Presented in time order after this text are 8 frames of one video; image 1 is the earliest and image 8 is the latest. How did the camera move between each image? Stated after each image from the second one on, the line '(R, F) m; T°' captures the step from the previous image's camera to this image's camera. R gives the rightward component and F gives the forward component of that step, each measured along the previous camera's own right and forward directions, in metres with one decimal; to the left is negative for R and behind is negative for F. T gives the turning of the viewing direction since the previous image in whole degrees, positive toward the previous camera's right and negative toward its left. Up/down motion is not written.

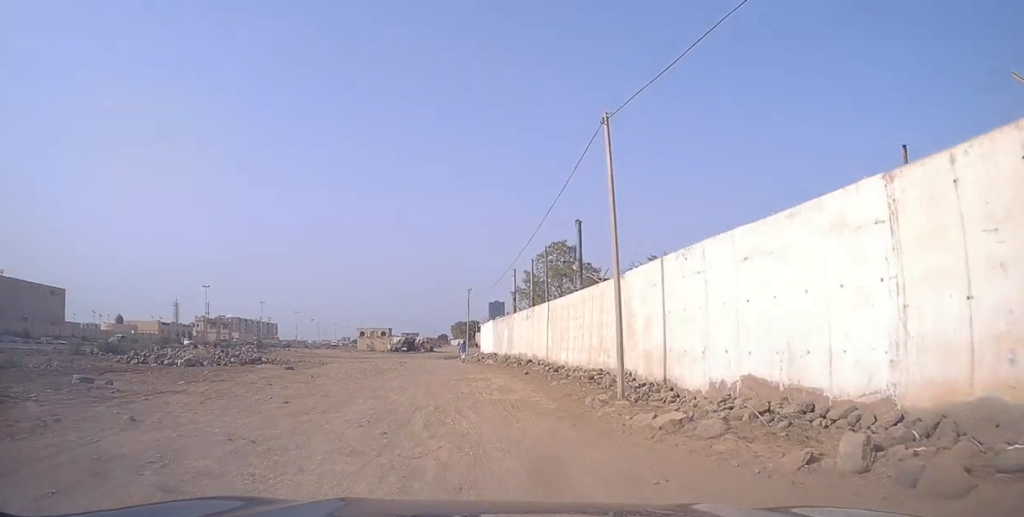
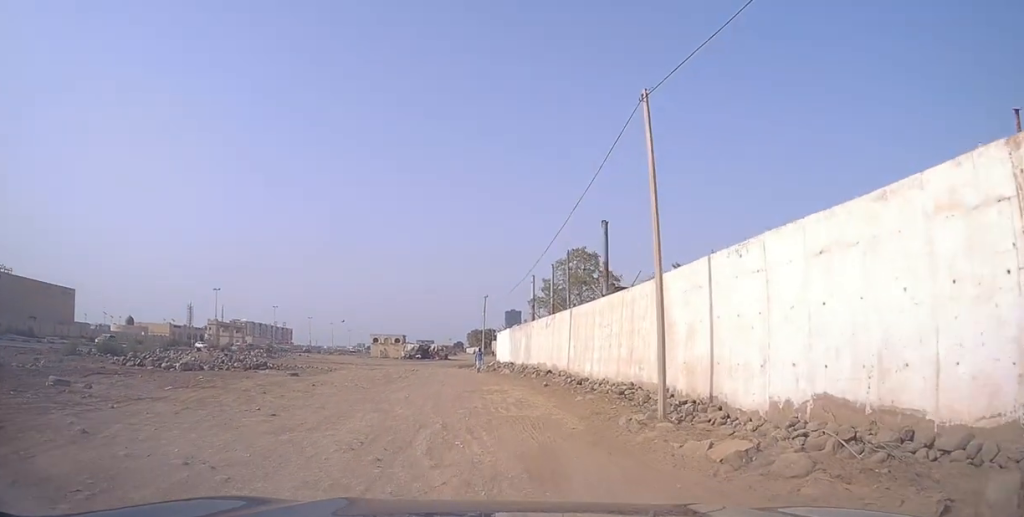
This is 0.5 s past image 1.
(0.0, +2.1) m; -3°
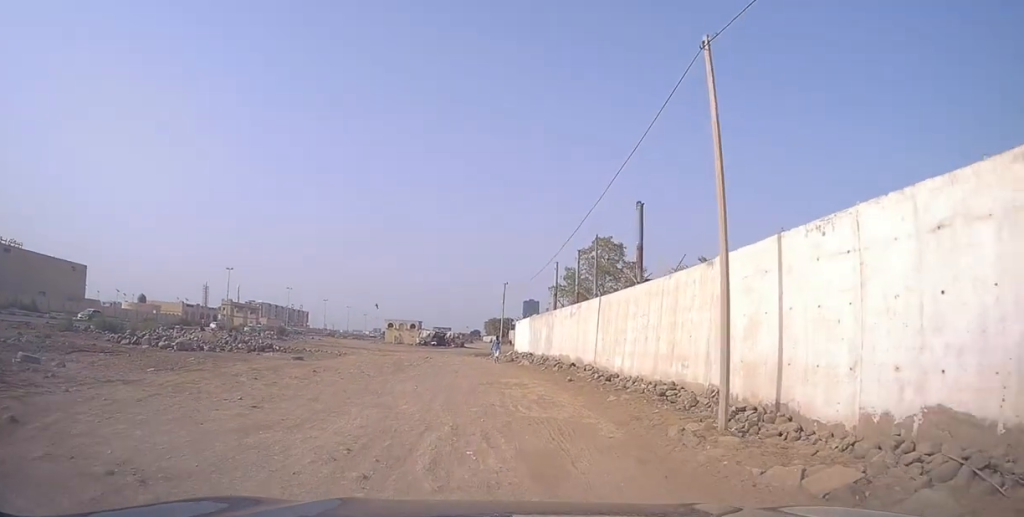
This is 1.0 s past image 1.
(+0.1, +2.3) m; -3°
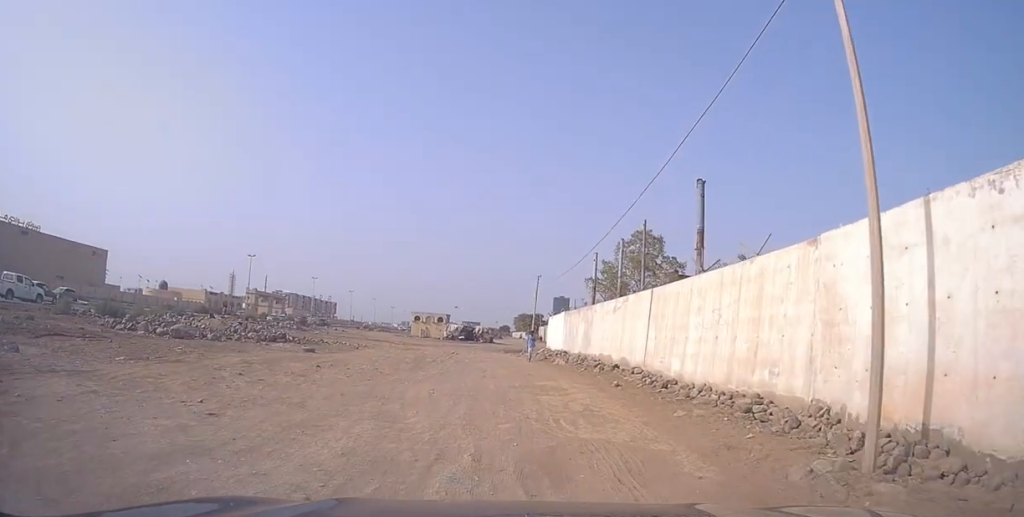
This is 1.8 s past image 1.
(-0.2, +3.1) m; -9°
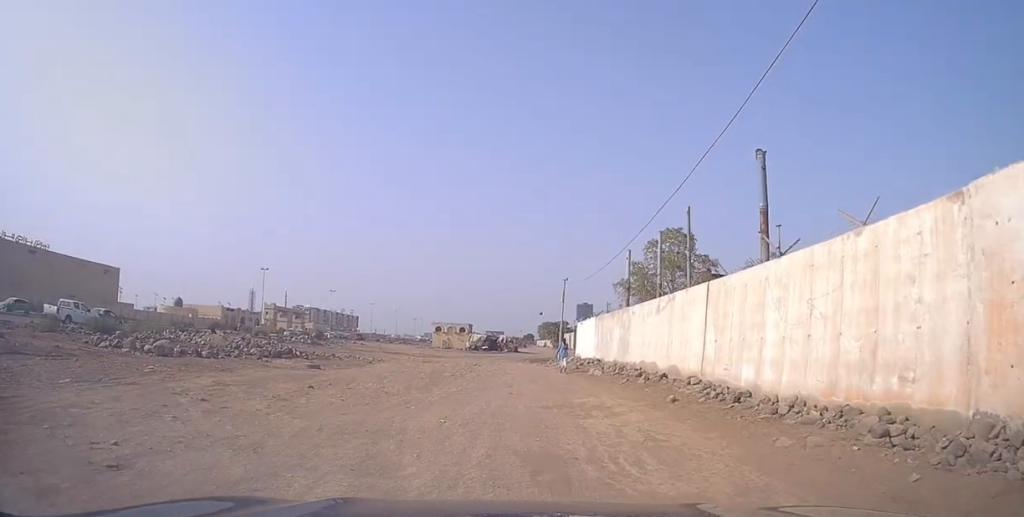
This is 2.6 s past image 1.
(-0.3, +3.2) m; -1°
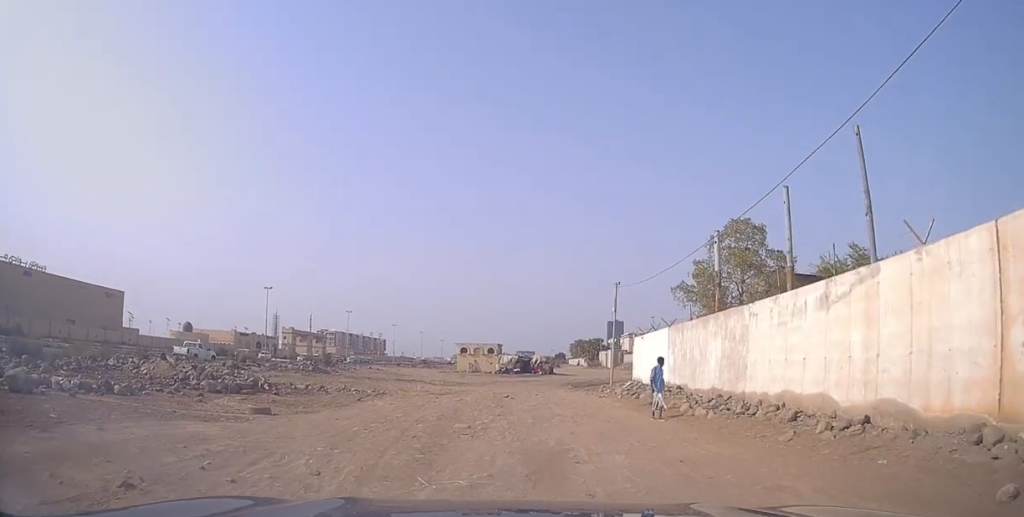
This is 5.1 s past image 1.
(+0.6, +9.4) m; -2°
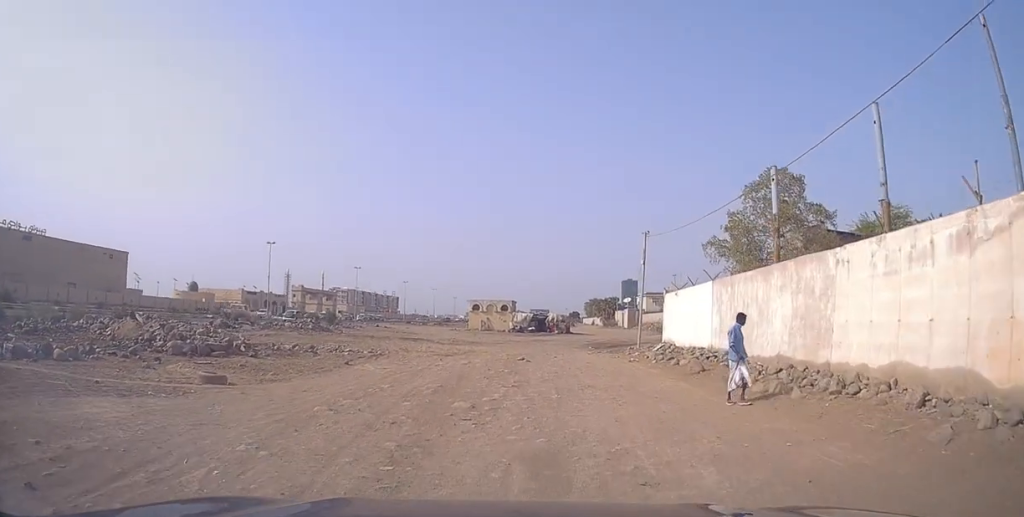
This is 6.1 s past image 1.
(-0.1, +3.7) m; +4°
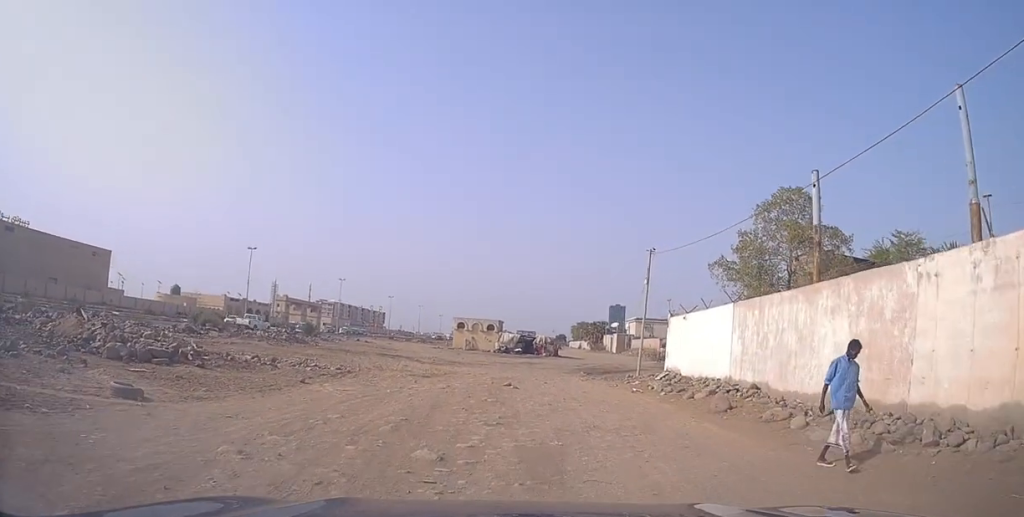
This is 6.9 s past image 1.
(+0.3, +2.8) m; +5°
